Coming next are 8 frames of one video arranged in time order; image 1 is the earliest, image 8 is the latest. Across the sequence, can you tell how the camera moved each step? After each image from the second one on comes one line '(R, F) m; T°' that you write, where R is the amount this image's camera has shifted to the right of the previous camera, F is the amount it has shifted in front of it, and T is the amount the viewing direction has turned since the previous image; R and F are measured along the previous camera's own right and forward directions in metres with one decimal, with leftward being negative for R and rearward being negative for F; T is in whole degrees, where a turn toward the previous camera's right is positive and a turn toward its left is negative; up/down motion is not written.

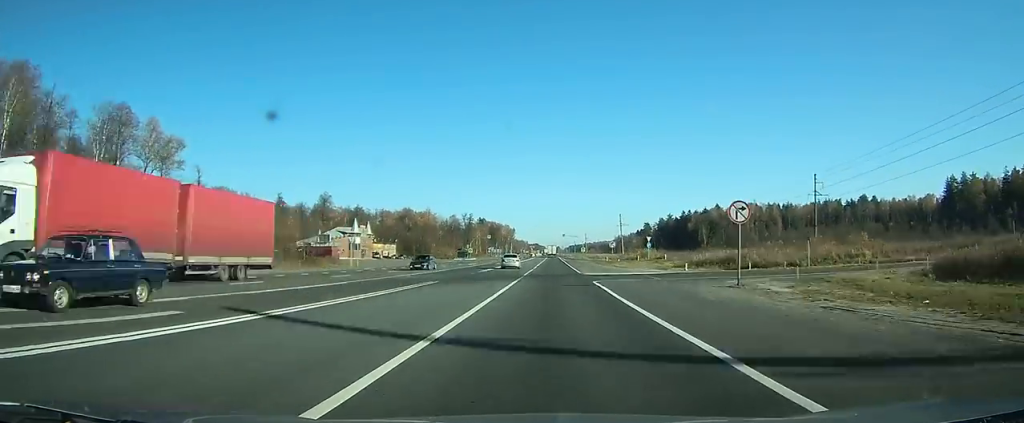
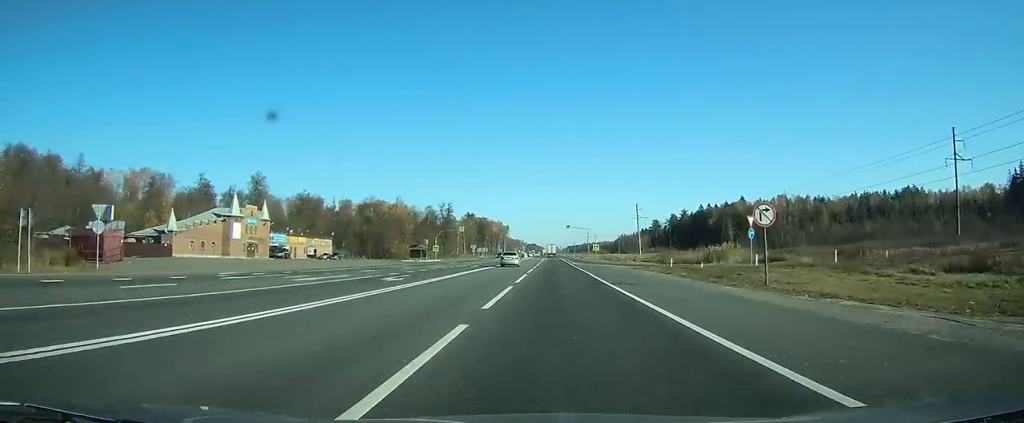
(0.0, +57.6) m; 0°
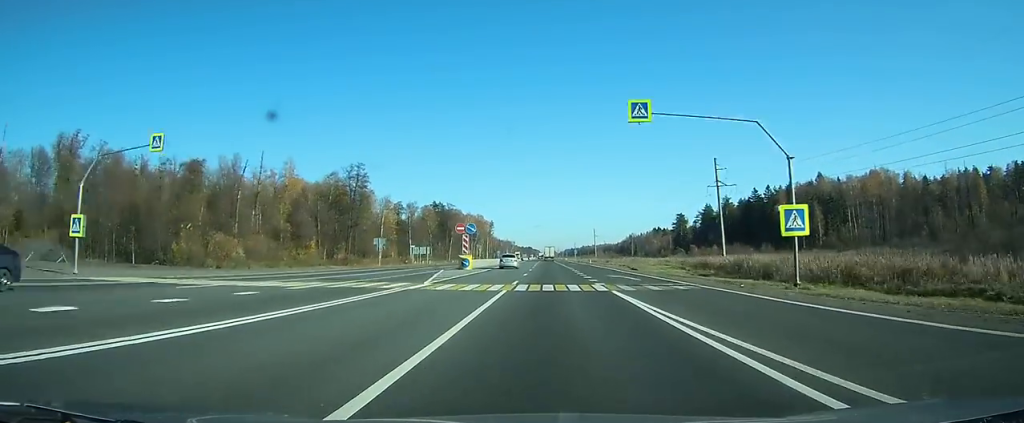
(+0.1, +102.4) m; 0°
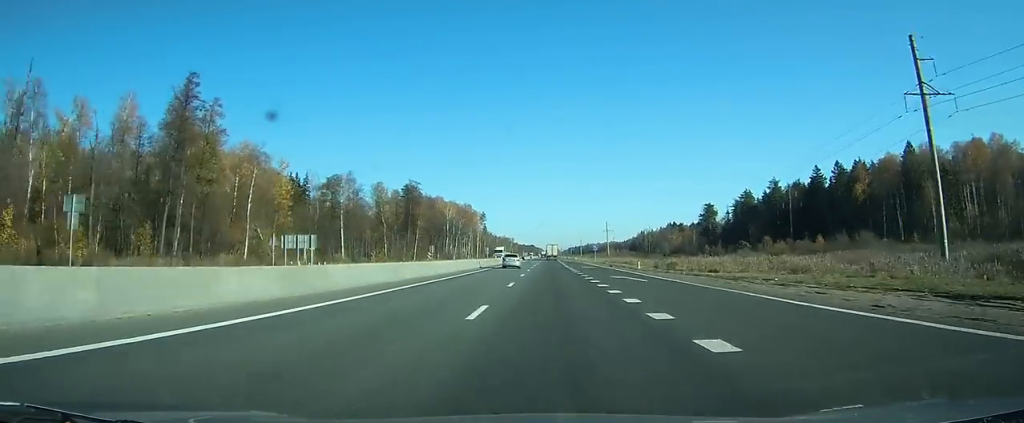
(-0.3, +60.6) m; 0°
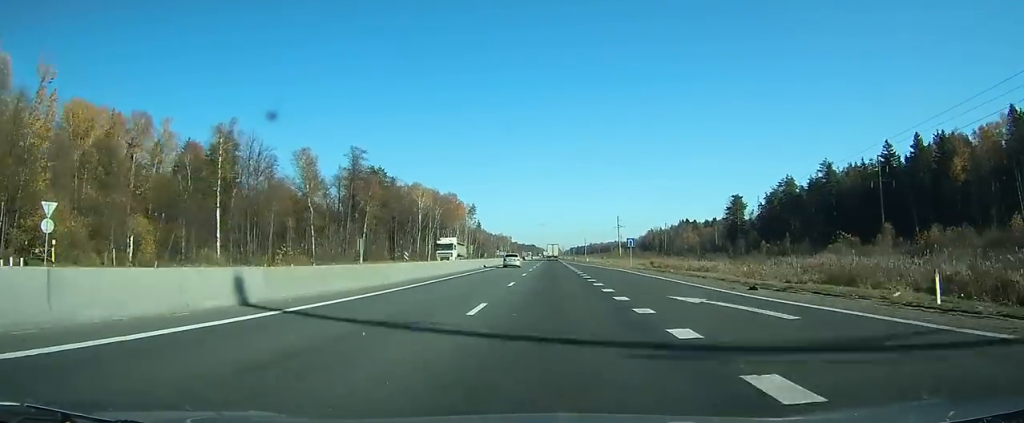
(0.0, +48.9) m; 0°
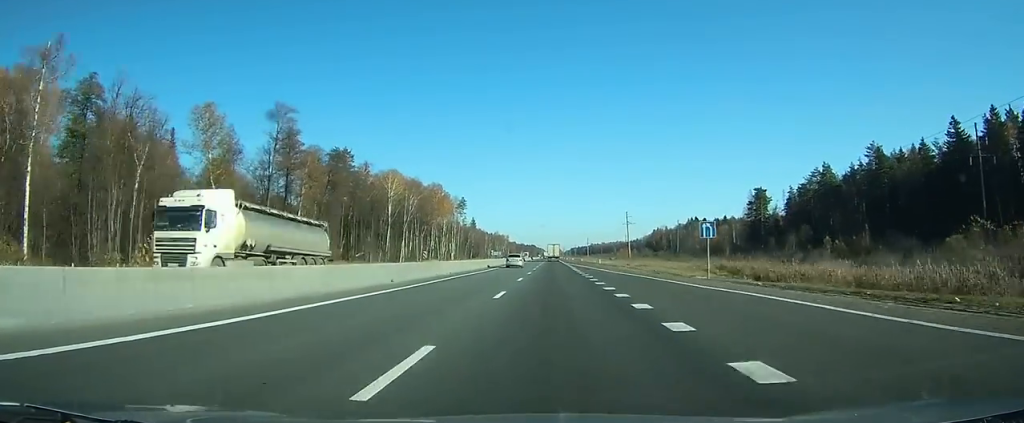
(0.0, +32.6) m; 0°
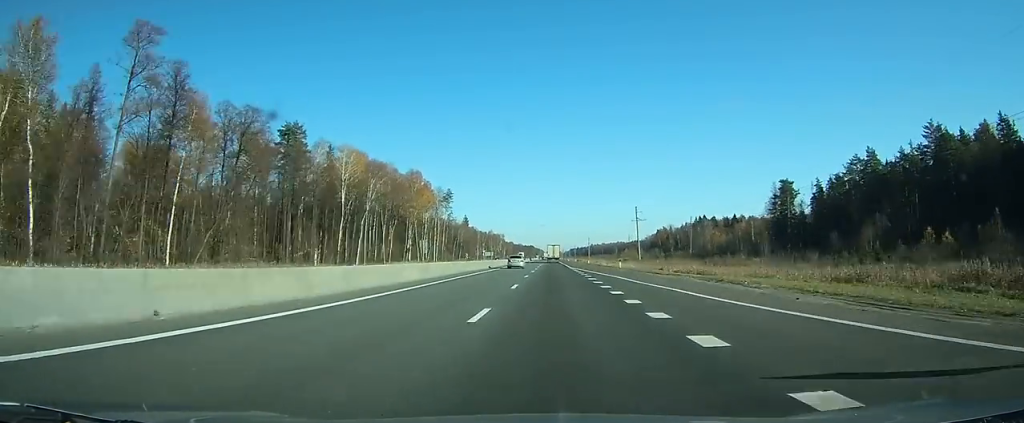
(0.0, +30.4) m; 0°
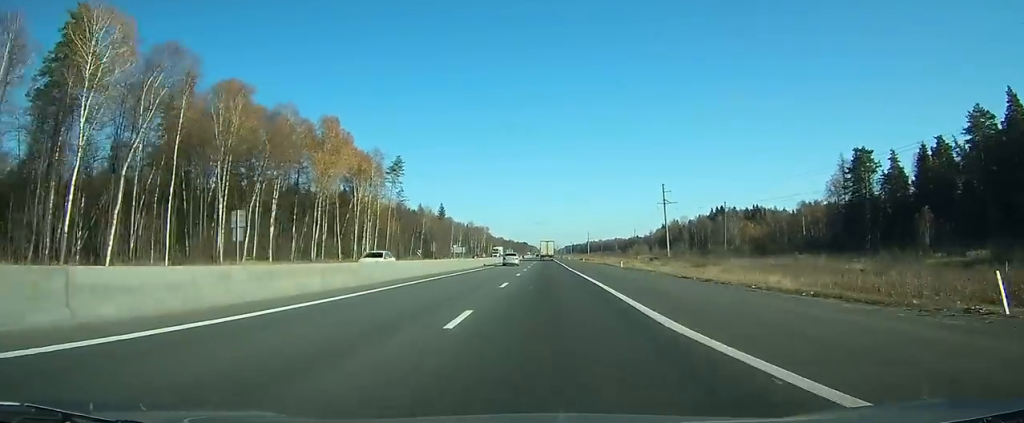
(+0.2, +60.5) m; 0°
